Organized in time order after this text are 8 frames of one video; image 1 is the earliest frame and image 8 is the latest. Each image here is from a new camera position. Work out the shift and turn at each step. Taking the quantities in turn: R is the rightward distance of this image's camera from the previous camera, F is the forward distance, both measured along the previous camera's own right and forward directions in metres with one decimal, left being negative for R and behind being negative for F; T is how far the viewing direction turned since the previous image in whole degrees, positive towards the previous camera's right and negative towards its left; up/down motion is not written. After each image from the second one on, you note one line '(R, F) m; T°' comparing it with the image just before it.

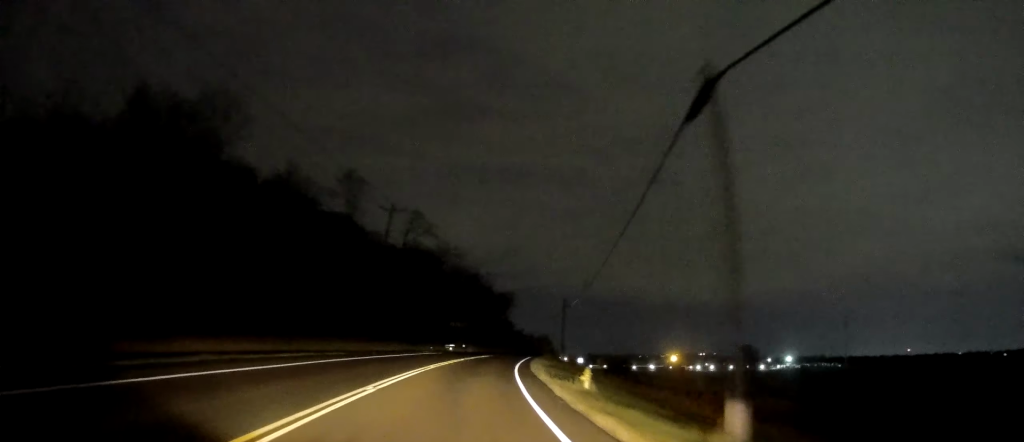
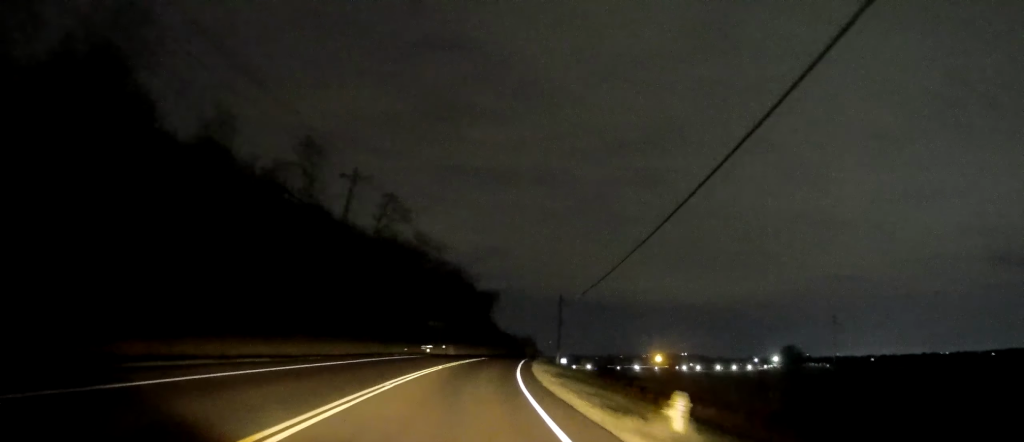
(+0.1, +10.8) m; +2°
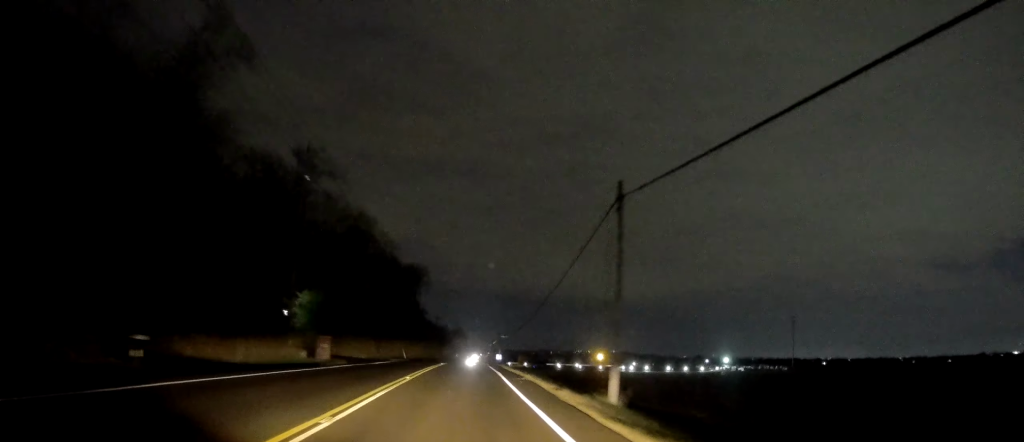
(+2.4, +42.1) m; +7°
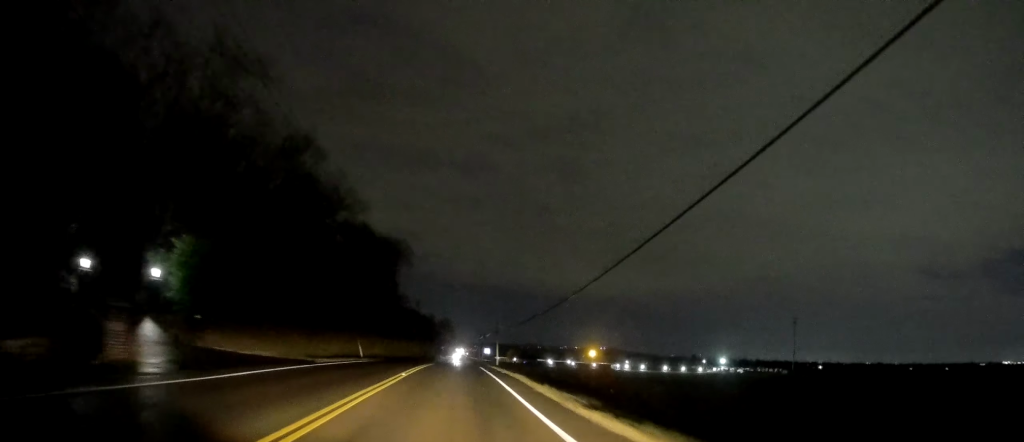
(+0.8, +22.9) m; +4°
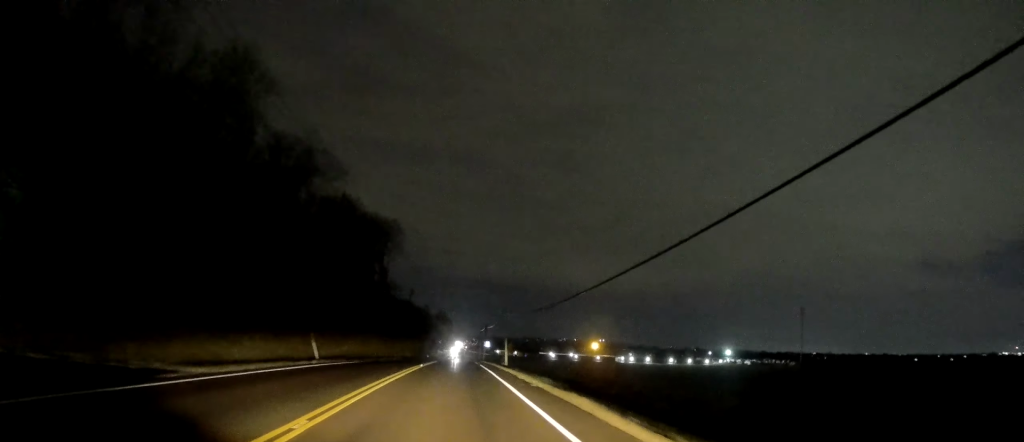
(+0.3, +14.3) m; +2°
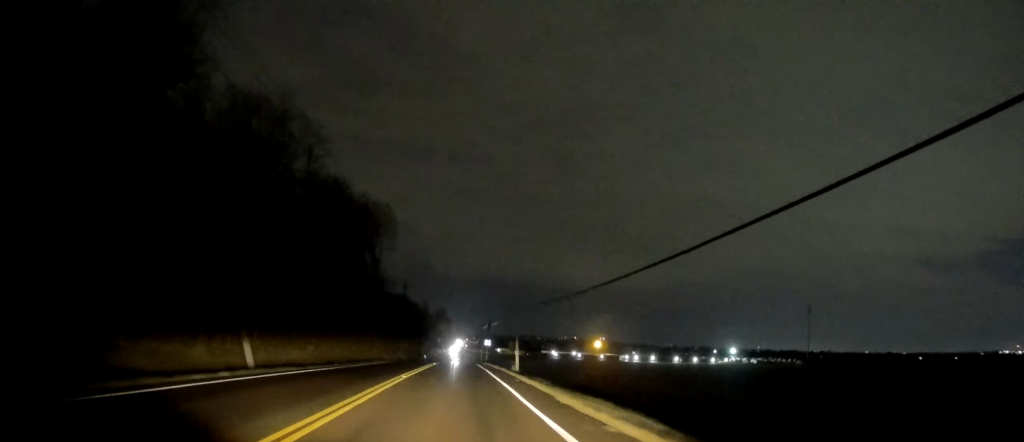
(+0.2, +10.2) m; +1°
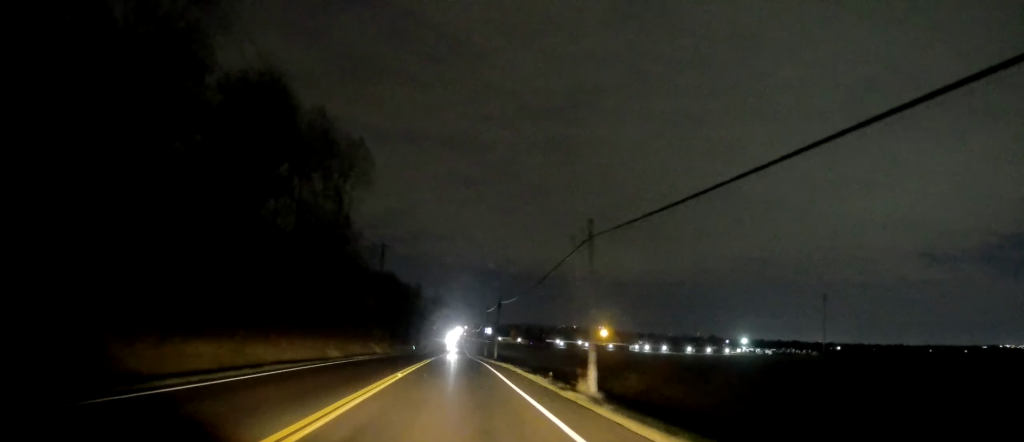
(+0.1, +25.1) m; -1°
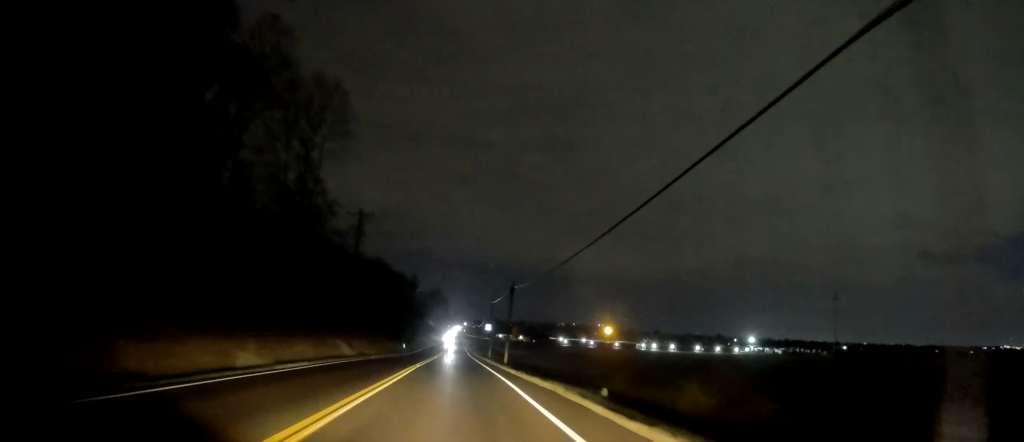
(-0.2, +15.1) m; -1°
